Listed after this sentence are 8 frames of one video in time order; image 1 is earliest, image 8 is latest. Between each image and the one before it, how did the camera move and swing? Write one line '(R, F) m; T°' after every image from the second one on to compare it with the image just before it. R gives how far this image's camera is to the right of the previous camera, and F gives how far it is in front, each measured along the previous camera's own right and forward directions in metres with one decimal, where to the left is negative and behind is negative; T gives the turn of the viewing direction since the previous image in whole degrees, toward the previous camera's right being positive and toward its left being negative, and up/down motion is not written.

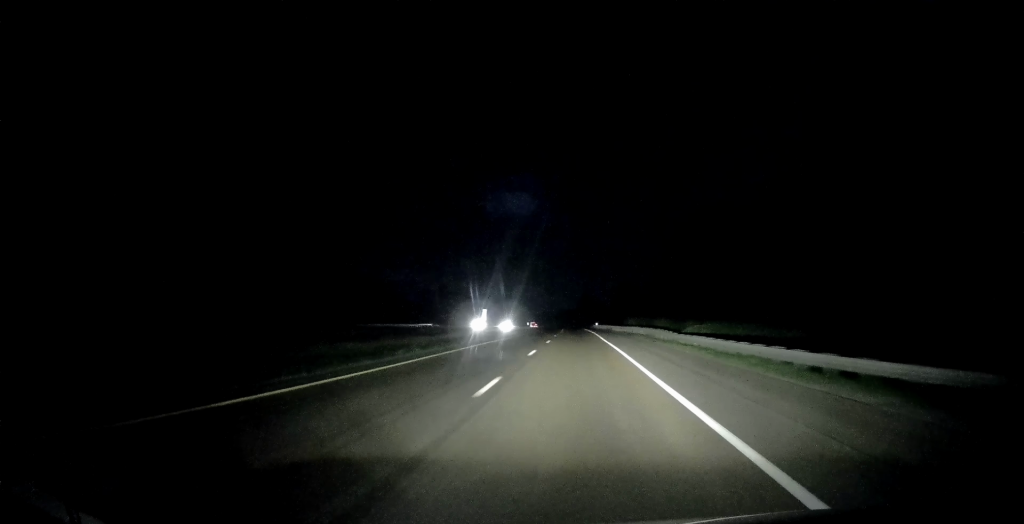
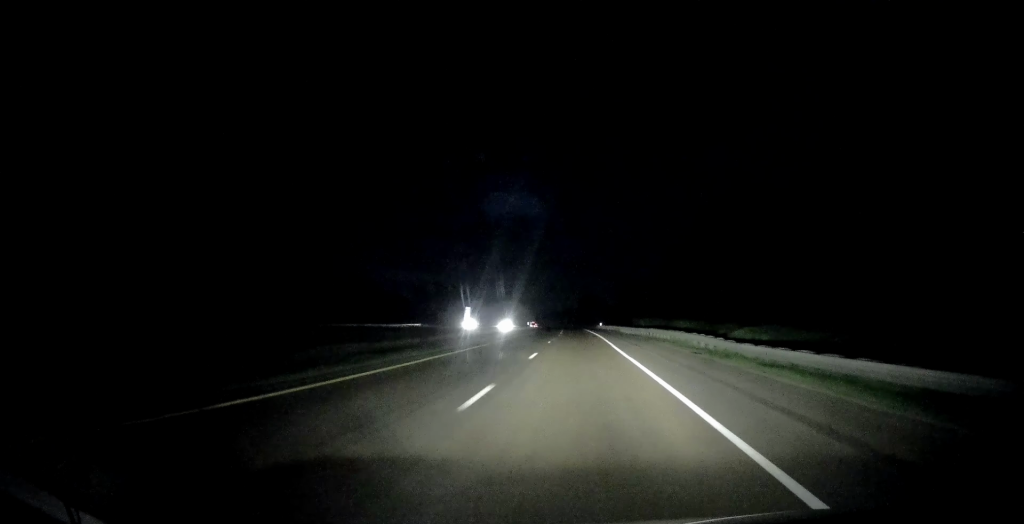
(0.0, +11.0) m; 0°
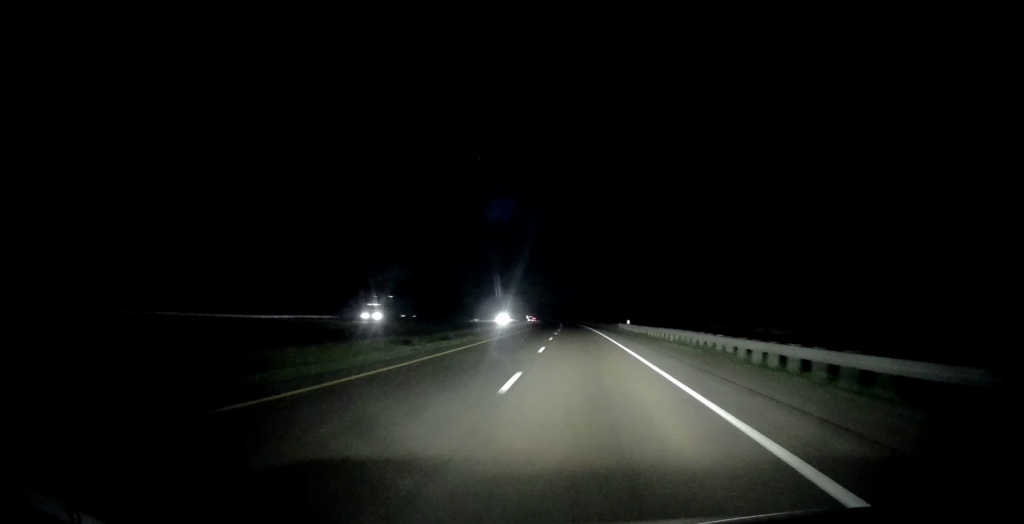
(-0.3, +48.6) m; -1°
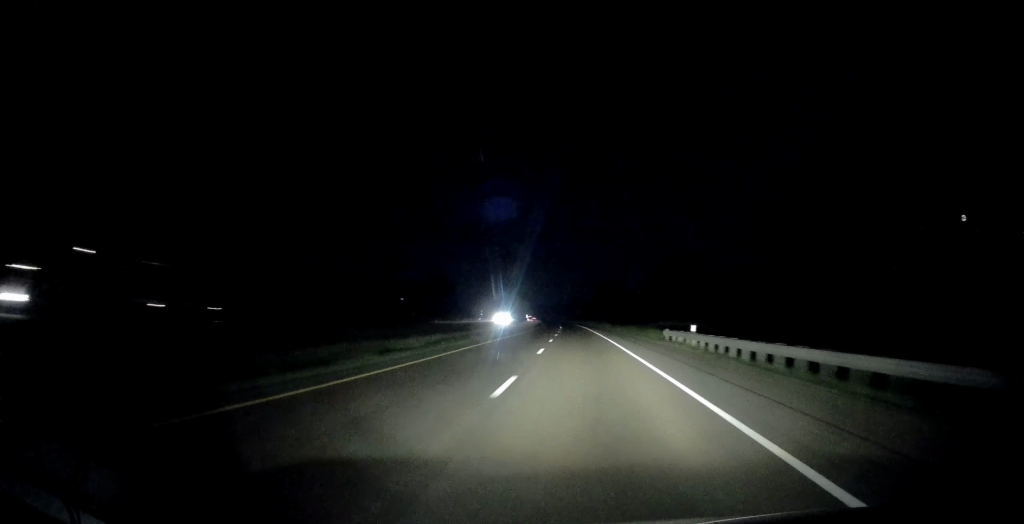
(-0.2, +34.3) m; 0°
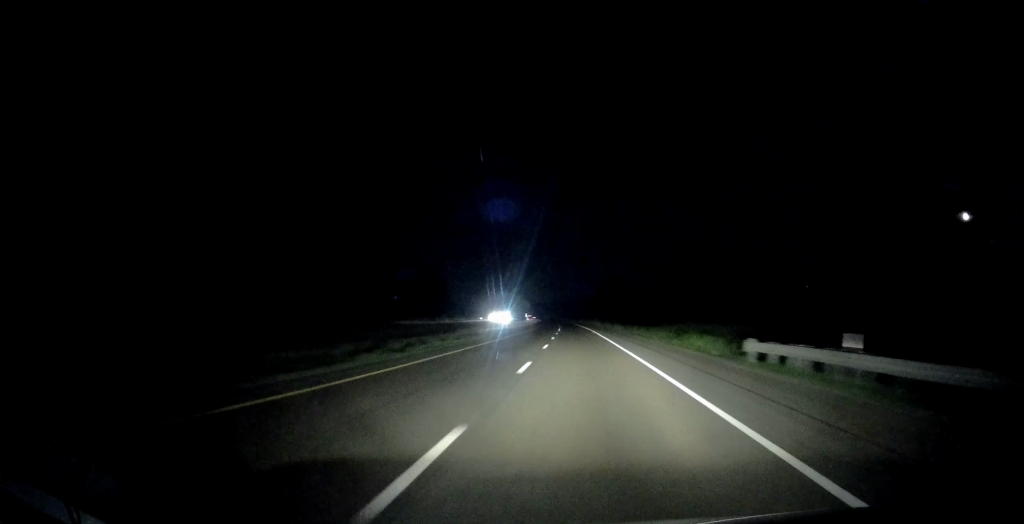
(0.0, +18.6) m; 0°
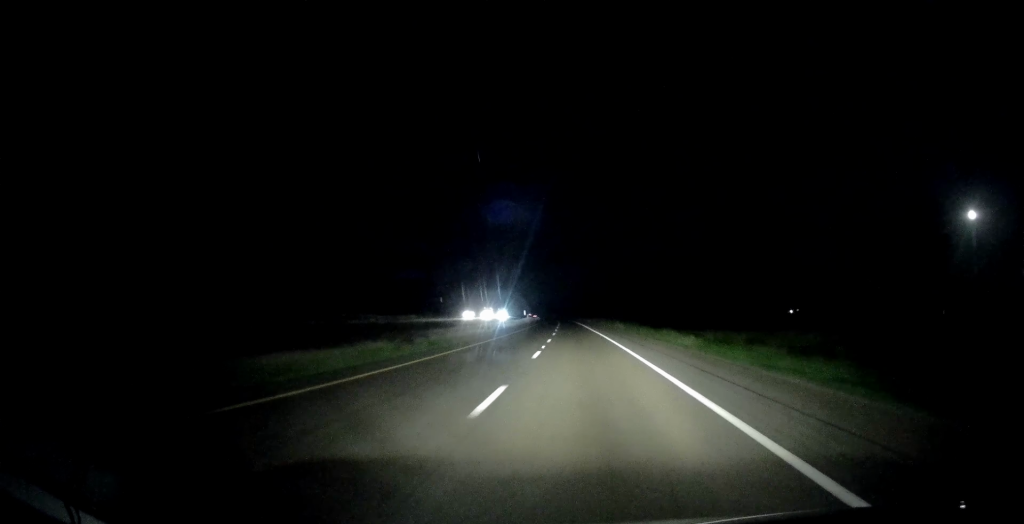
(-0.2, +42.2) m; -1°
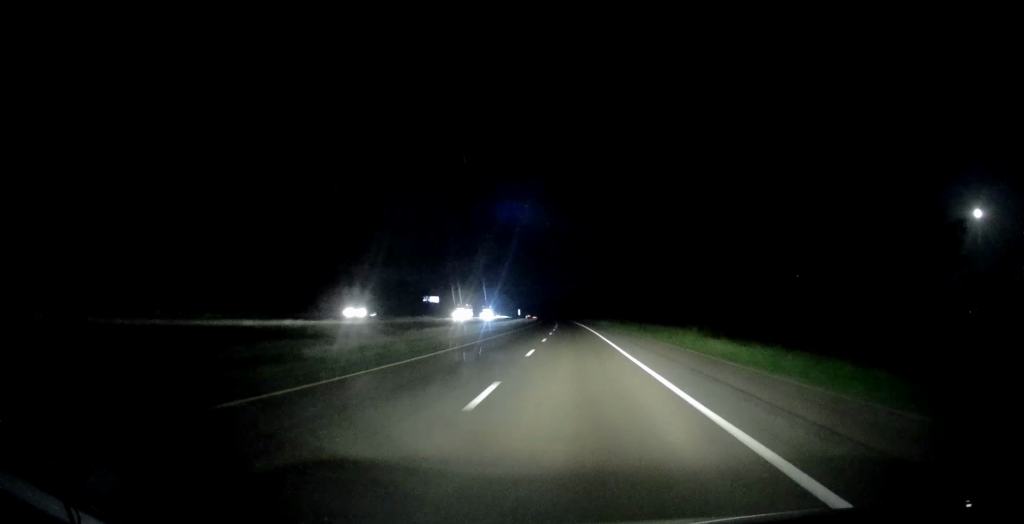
(-0.4, +47.3) m; 0°
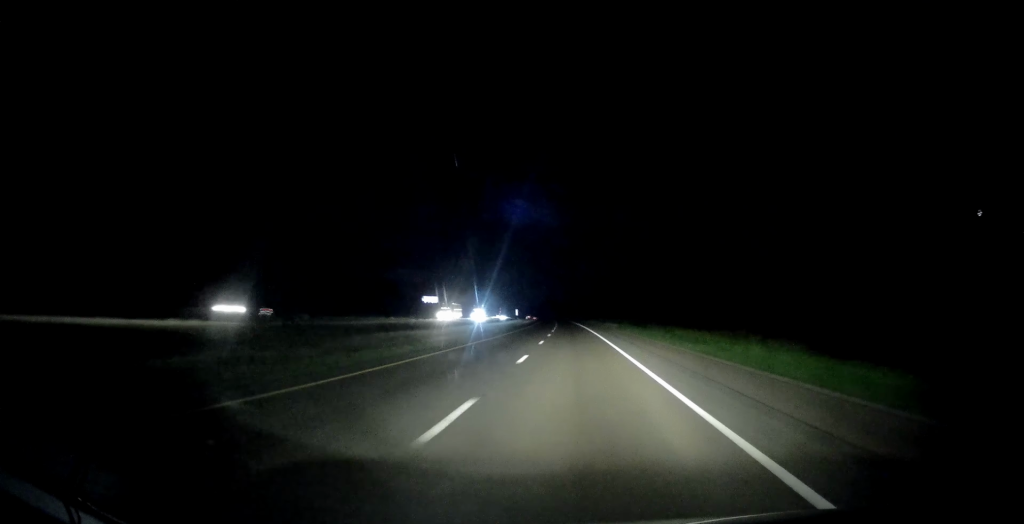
(0.0, +14.7) m; 0°
